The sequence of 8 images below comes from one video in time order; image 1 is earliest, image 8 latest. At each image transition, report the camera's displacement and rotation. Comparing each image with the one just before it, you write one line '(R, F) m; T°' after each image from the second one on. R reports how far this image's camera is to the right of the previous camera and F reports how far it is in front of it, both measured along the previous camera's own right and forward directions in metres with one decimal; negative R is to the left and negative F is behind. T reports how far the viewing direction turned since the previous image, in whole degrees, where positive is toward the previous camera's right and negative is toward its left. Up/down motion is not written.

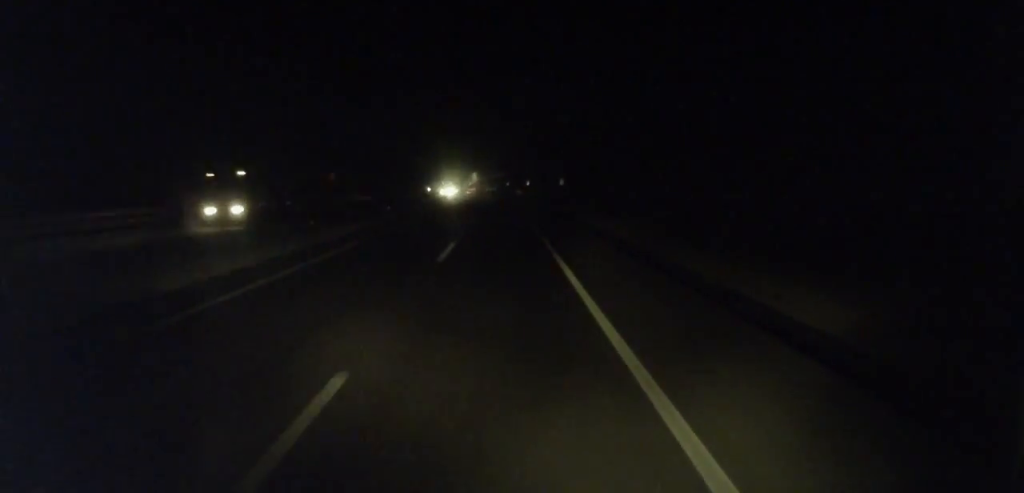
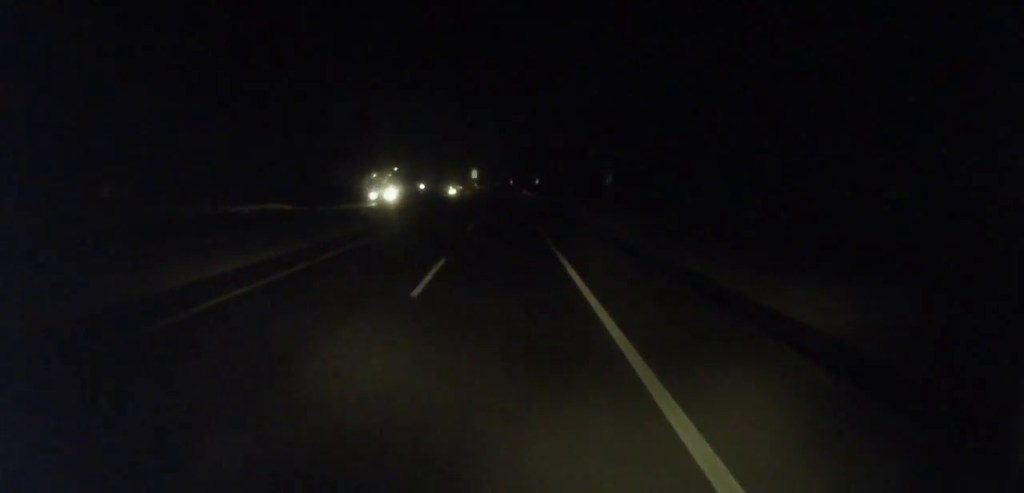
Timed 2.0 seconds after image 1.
(+0.3, +40.4) m; 0°
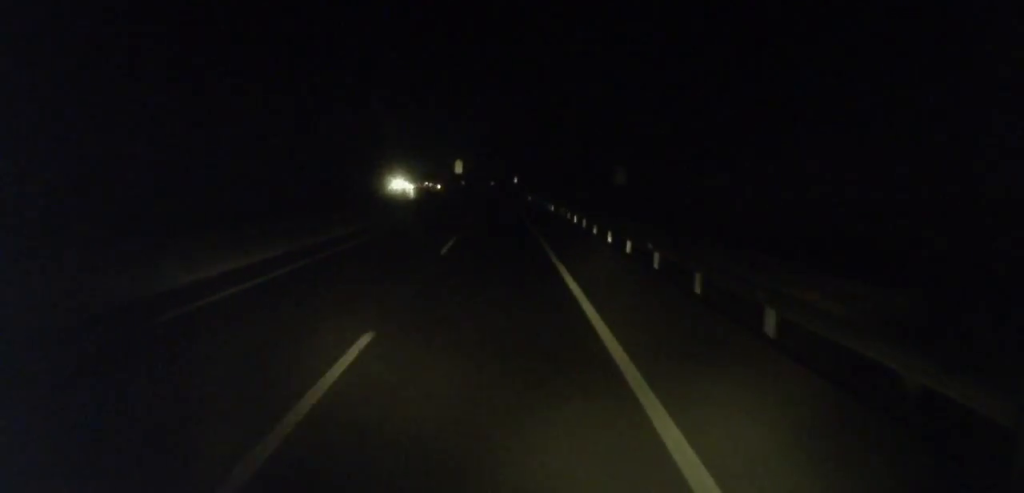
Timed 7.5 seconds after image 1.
(-1.3, +114.0) m; -1°
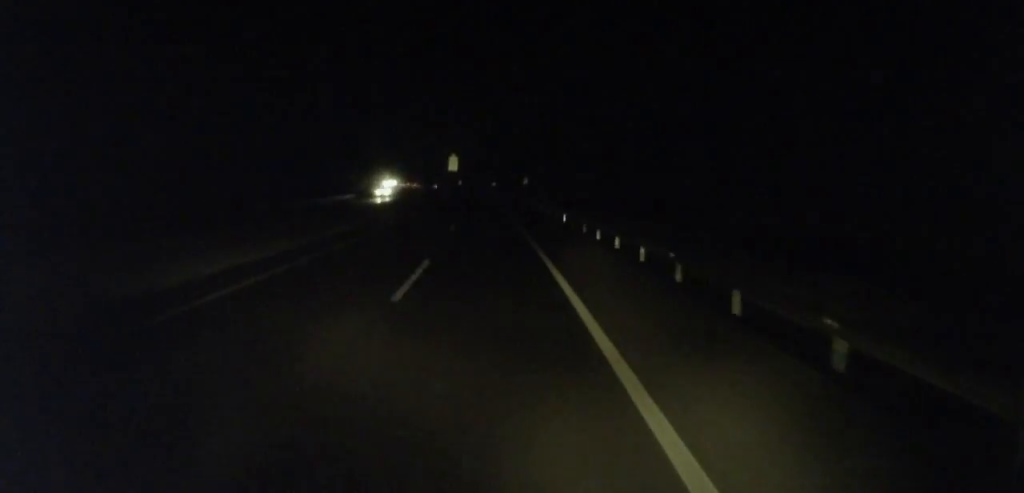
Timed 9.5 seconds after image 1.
(+0.7, +43.2) m; -1°
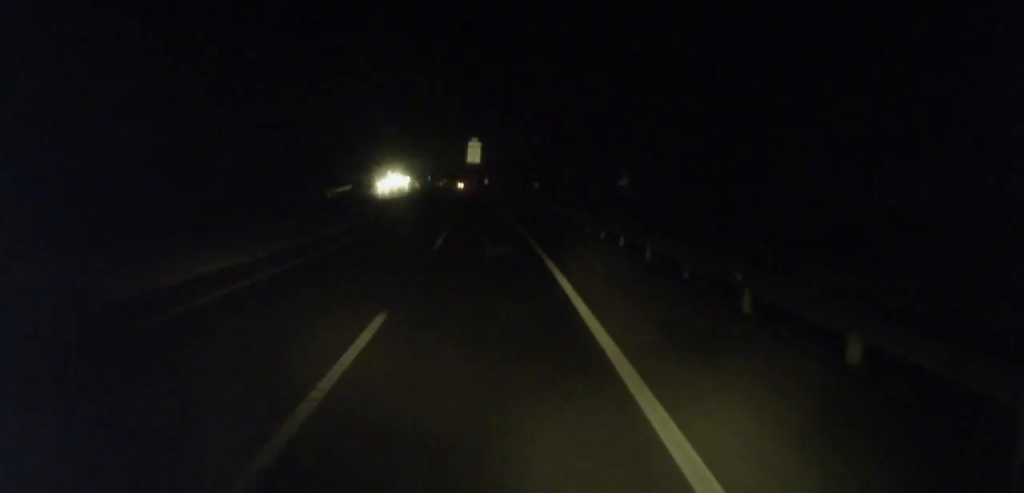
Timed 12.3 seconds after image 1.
(-0.4, +61.2) m; -2°
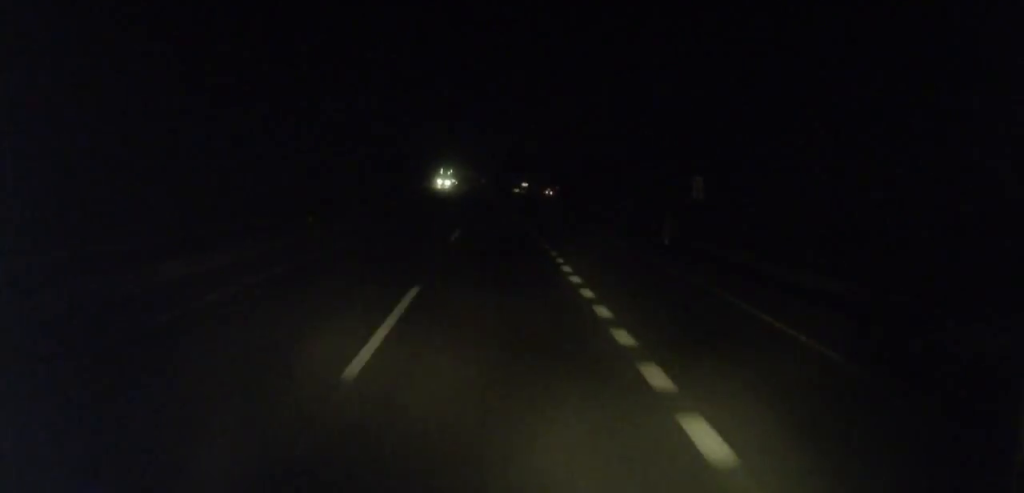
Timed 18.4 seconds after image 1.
(-9.6, +136.9) m; -8°
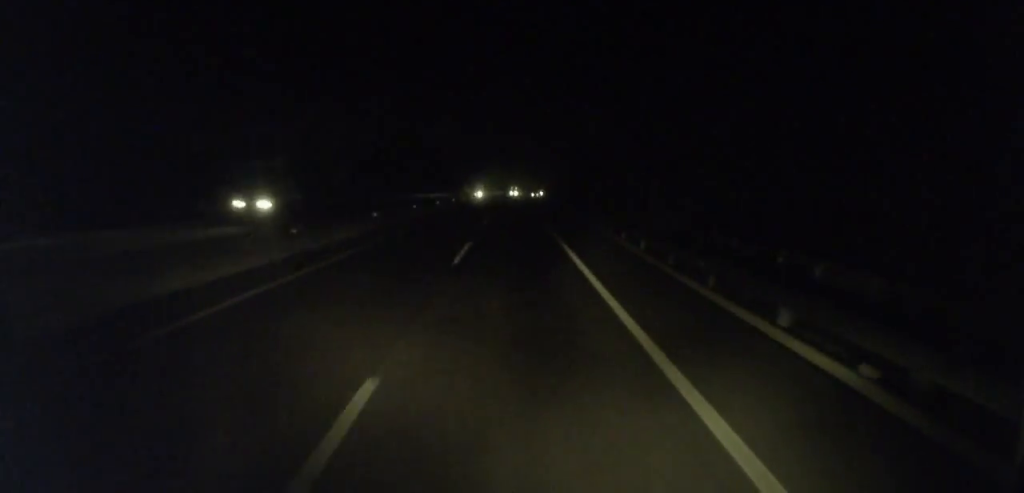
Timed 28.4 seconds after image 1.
(+0.8, +230.2) m; +4°
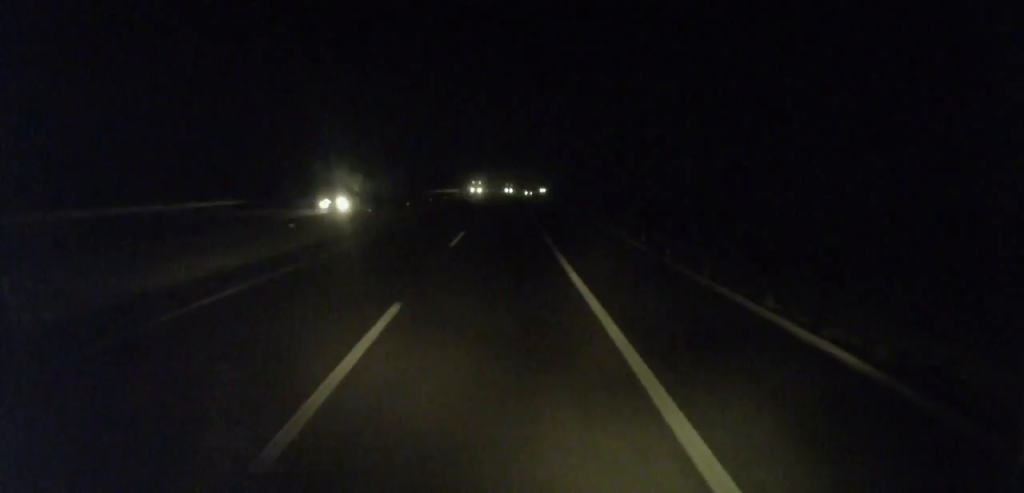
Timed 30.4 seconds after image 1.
(+1.2, +46.8) m; +2°
